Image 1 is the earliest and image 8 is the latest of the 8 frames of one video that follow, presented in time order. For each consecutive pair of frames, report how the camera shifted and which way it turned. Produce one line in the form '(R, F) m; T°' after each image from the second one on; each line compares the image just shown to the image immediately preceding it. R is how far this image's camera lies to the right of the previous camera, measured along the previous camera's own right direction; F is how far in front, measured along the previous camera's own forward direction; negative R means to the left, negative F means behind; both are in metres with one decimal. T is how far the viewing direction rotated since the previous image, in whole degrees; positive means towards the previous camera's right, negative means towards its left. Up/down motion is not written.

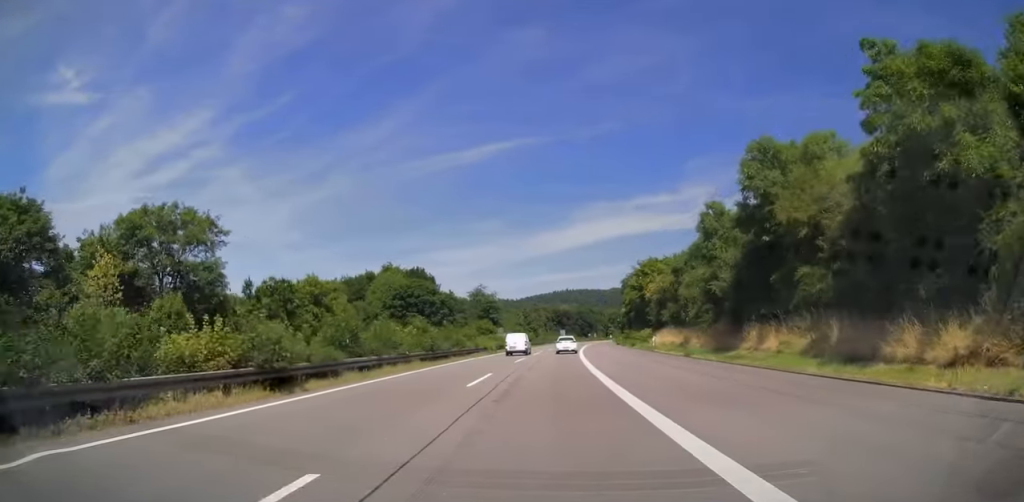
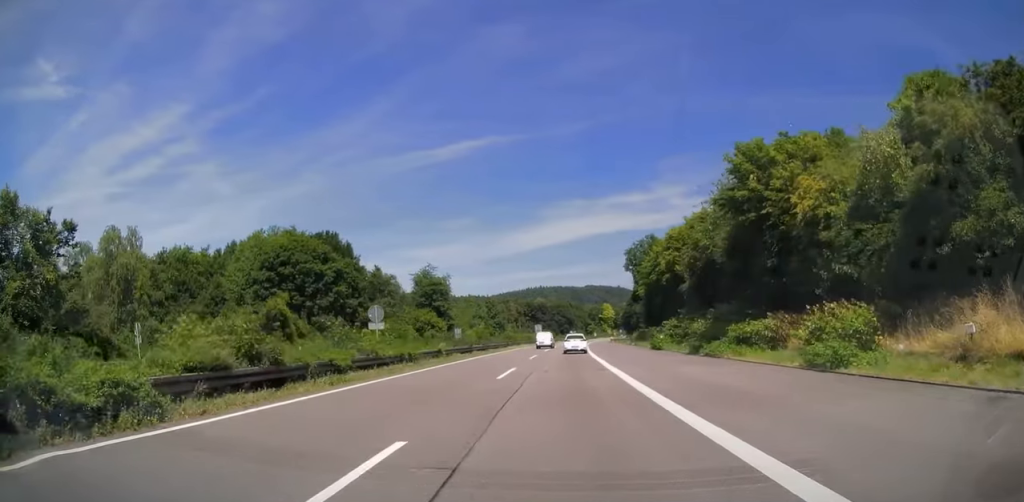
(+1.0, +51.5) m; +2°
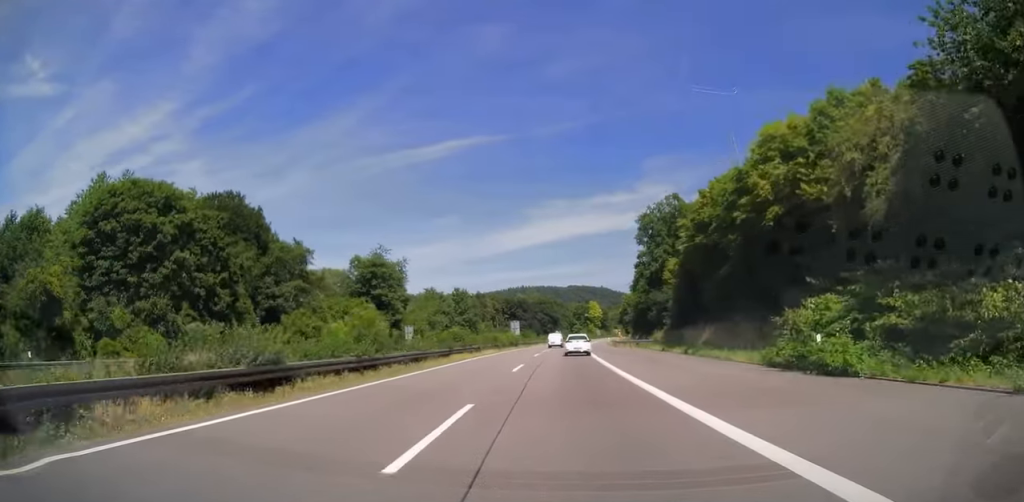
(+0.4, +31.2) m; +1°
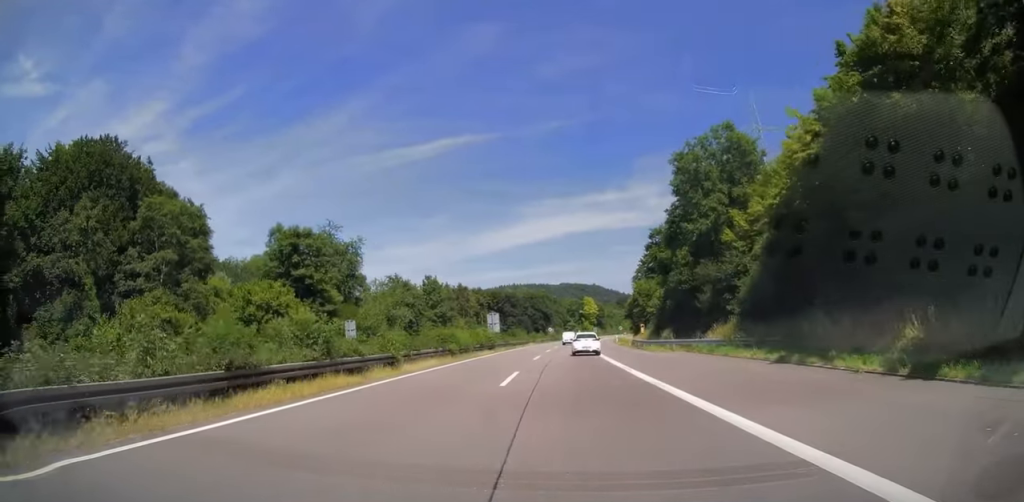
(+0.2, +25.5) m; +1°
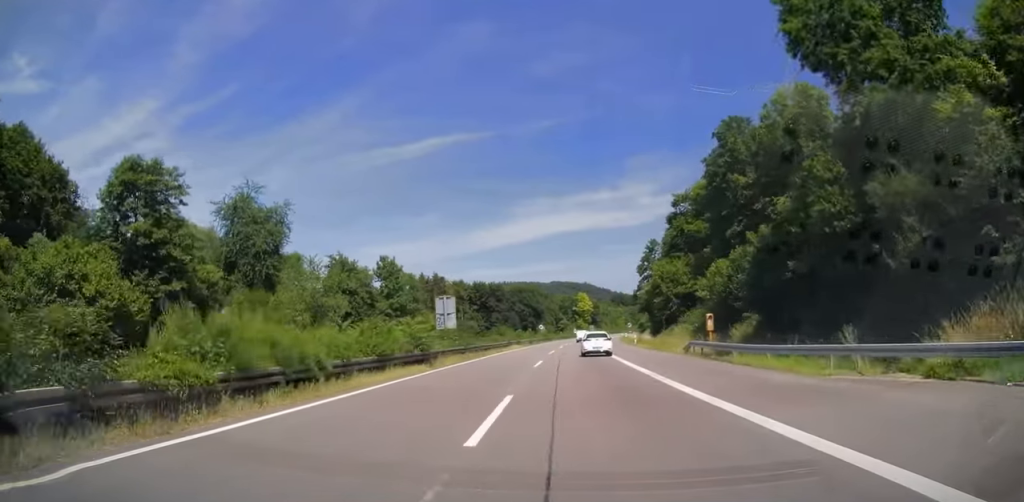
(+0.3, +26.5) m; +1°
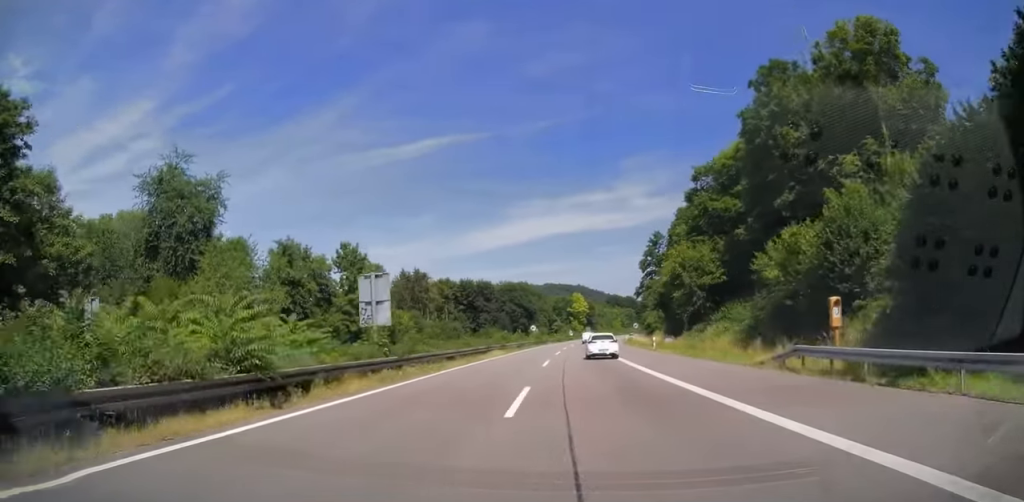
(+0.1, +15.0) m; +1°
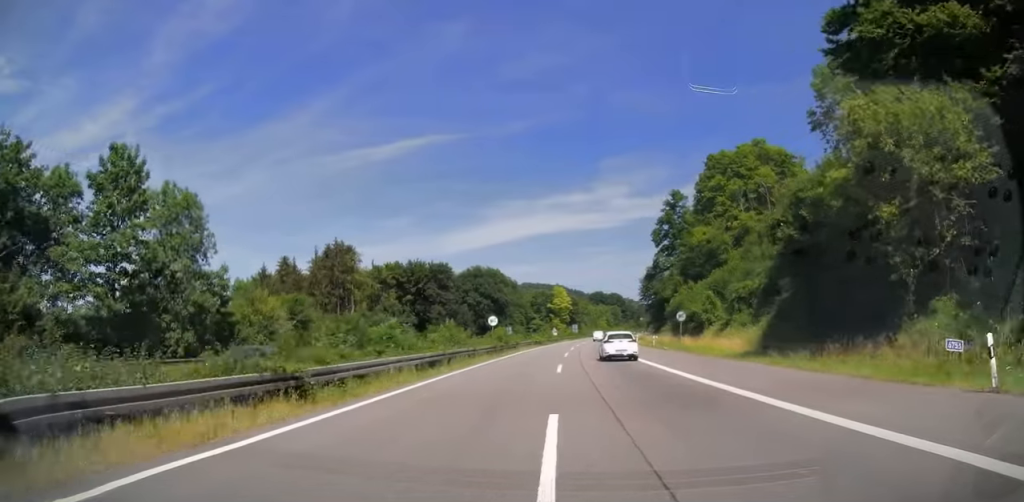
(+0.5, +41.4) m; +2°
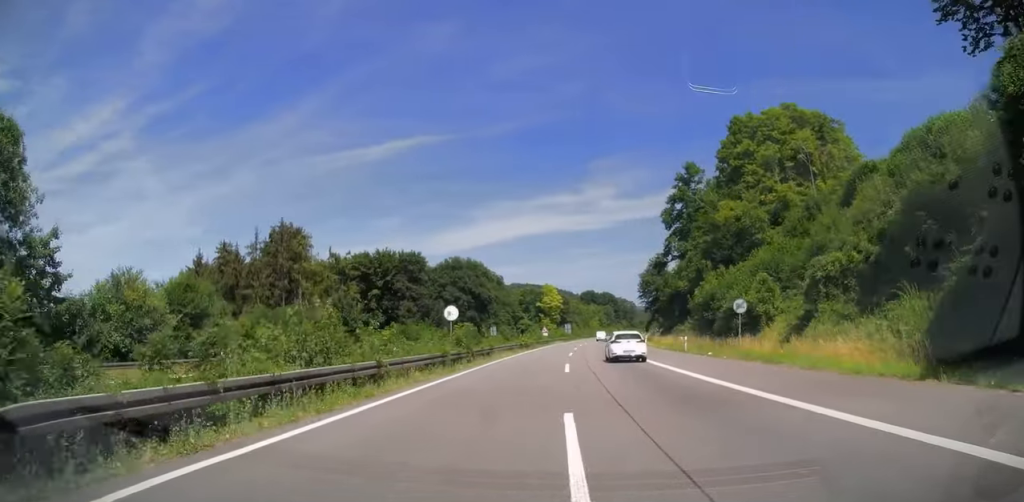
(+0.2, +17.7) m; +1°
